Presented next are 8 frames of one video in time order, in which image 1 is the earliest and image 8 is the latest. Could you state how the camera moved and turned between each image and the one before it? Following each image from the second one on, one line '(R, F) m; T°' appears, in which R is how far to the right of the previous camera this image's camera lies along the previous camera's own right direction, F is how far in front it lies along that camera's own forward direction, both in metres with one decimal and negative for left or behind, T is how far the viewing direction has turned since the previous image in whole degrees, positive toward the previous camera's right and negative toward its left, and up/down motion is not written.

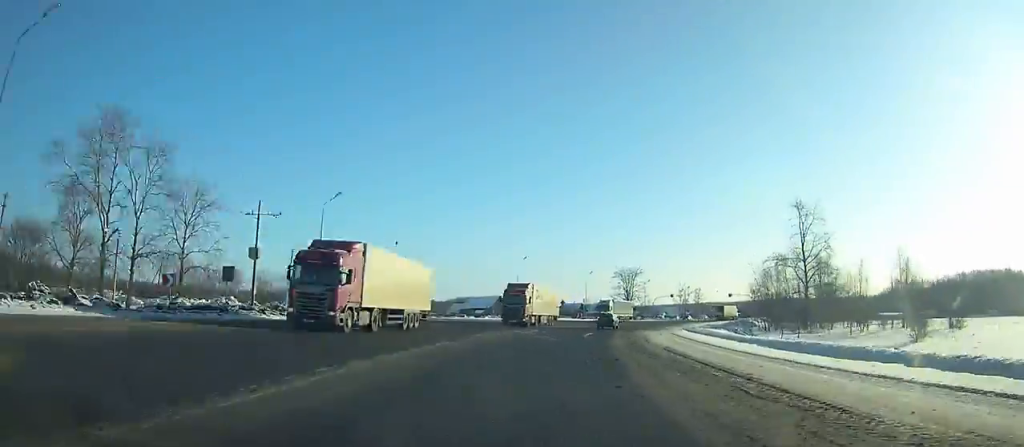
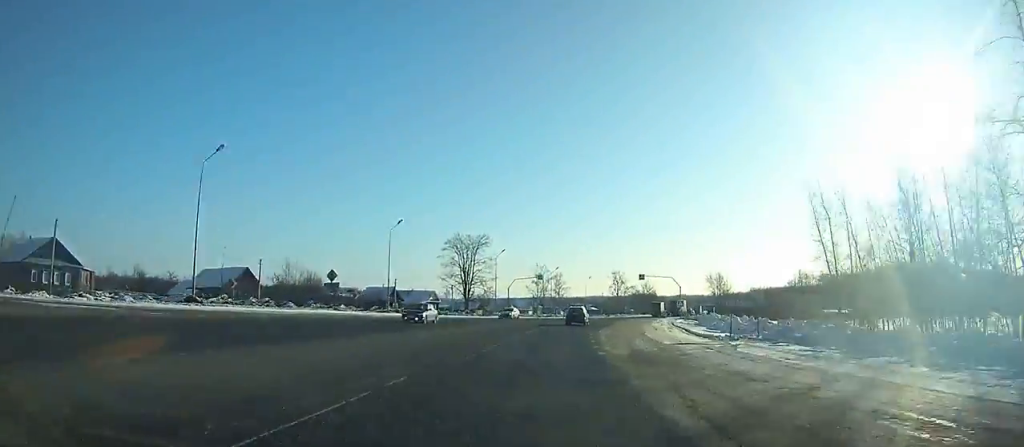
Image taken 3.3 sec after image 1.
(+8.6, +63.6) m; +15°
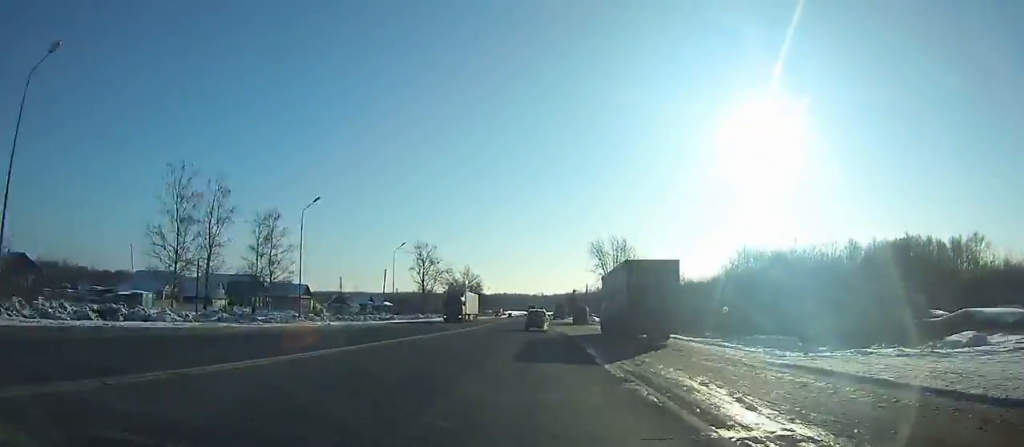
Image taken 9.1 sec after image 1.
(+19.0, +106.9) m; +16°
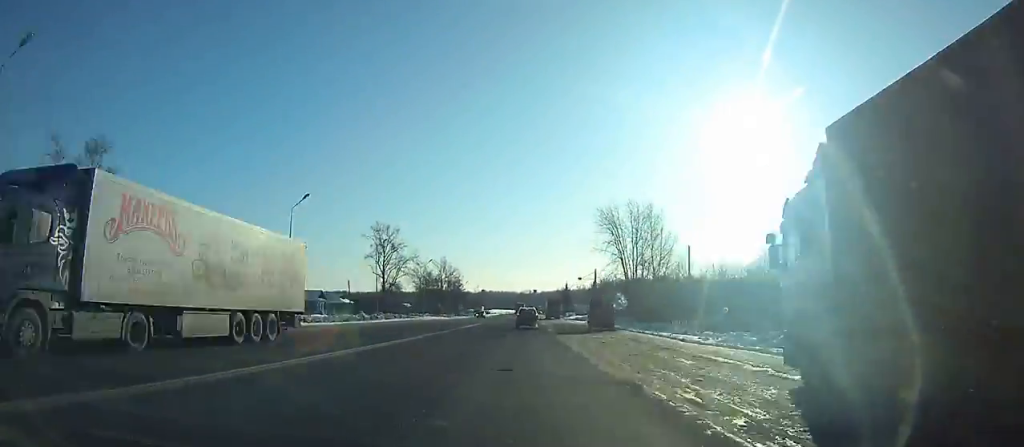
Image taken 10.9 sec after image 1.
(+0.9, +33.2) m; +2°
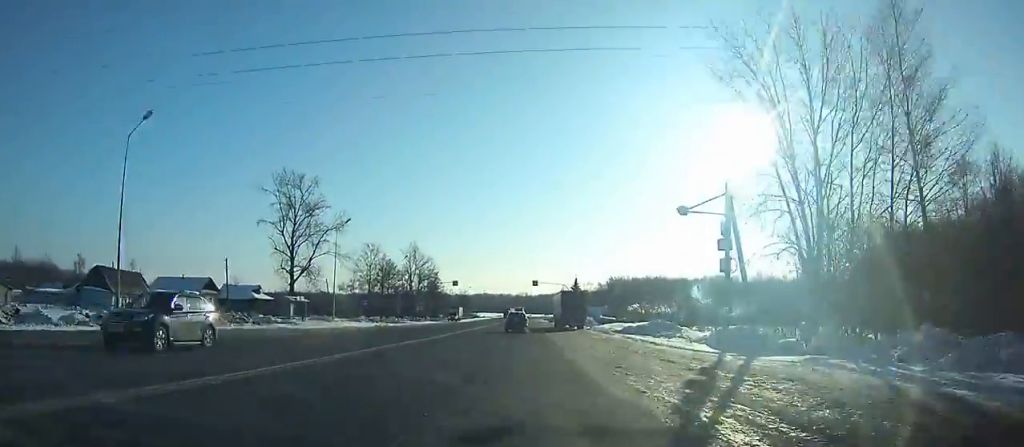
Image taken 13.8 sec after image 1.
(+0.4, +53.2) m; 0°
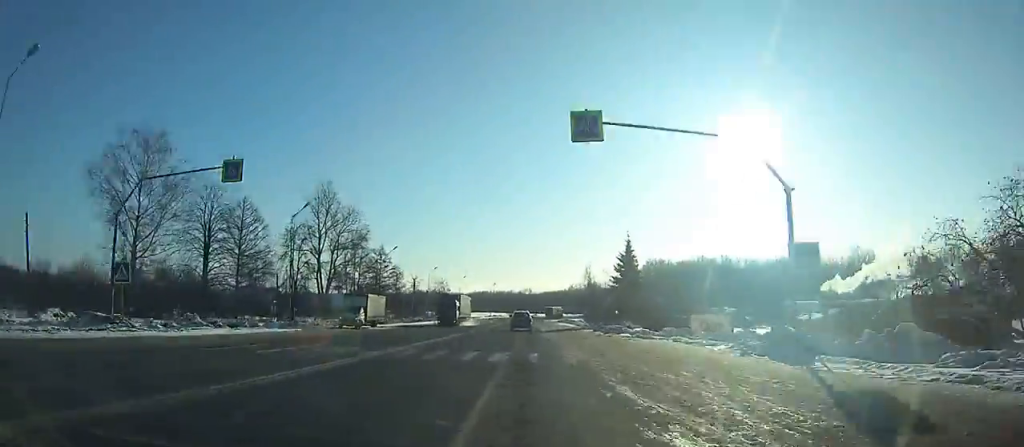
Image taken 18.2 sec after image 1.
(0.0, +80.6) m; 0°
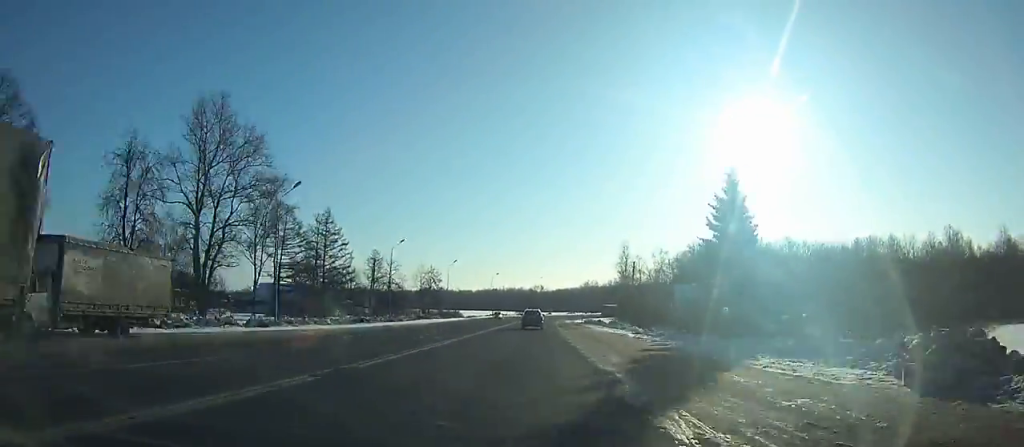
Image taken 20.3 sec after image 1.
(0.0, +38.8) m; 0°
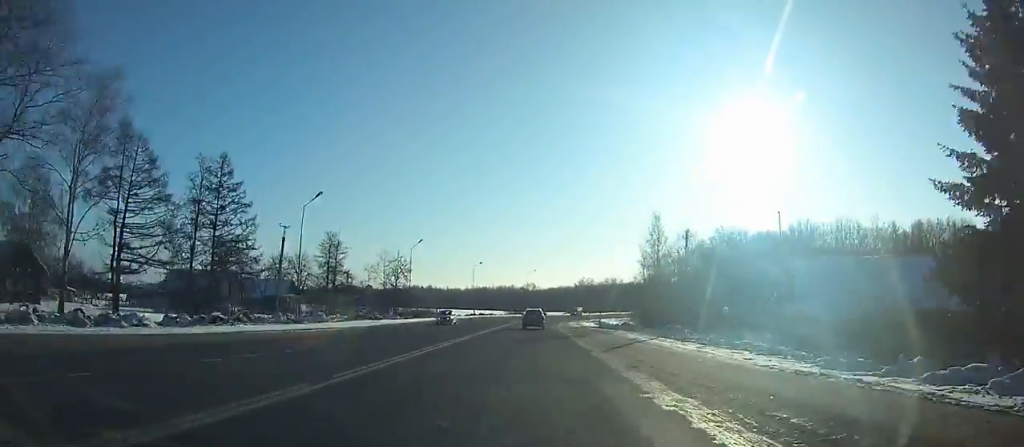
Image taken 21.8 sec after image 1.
(-0.2, +27.8) m; +1°
